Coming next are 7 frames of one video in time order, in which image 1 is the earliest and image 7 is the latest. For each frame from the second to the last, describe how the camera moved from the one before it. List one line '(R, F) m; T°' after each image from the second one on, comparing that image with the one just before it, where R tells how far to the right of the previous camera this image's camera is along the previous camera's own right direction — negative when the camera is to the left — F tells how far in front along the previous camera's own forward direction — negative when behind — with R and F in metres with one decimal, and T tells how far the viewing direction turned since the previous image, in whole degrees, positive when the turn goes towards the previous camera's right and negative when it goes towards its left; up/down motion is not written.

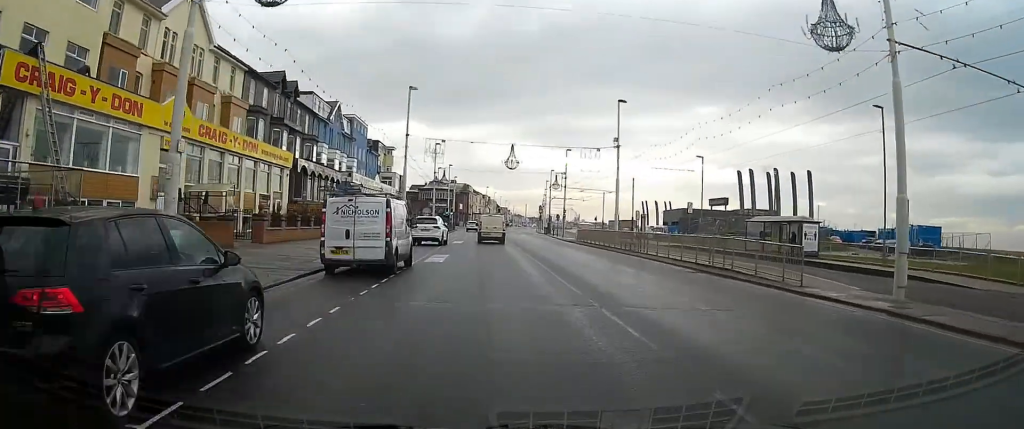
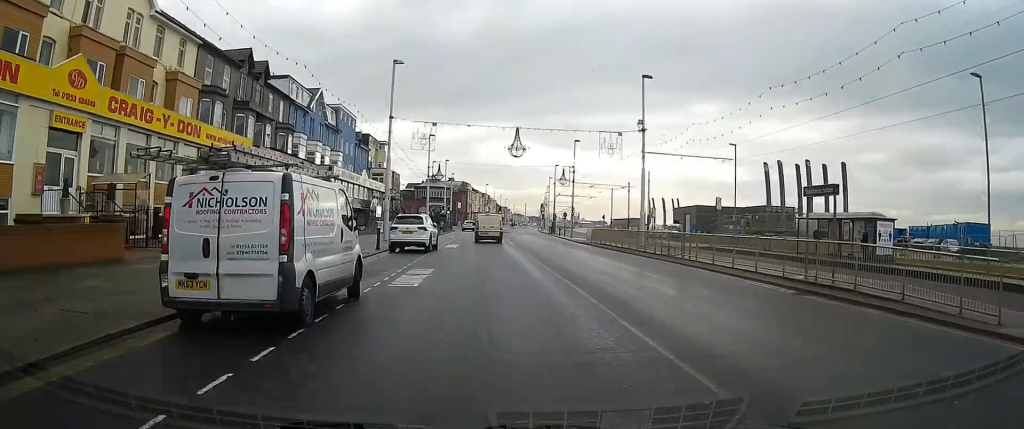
(0.0, +8.1) m; 0°
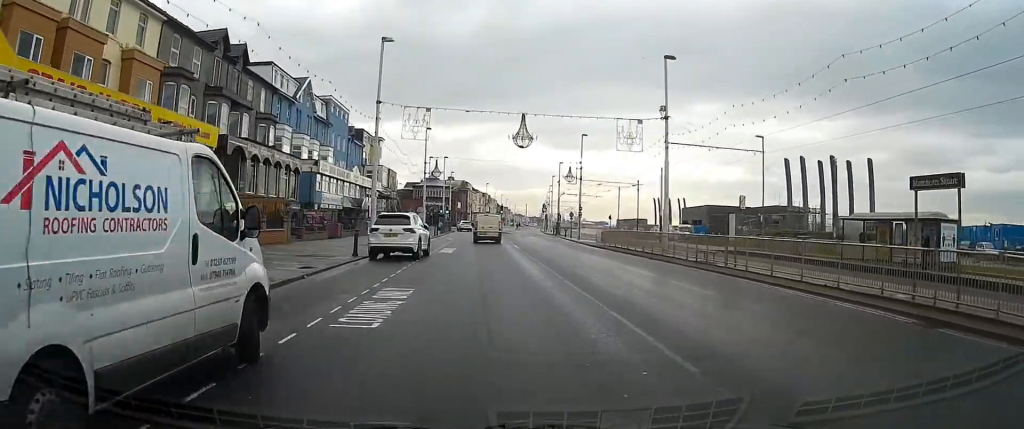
(0.0, +5.2) m; 0°
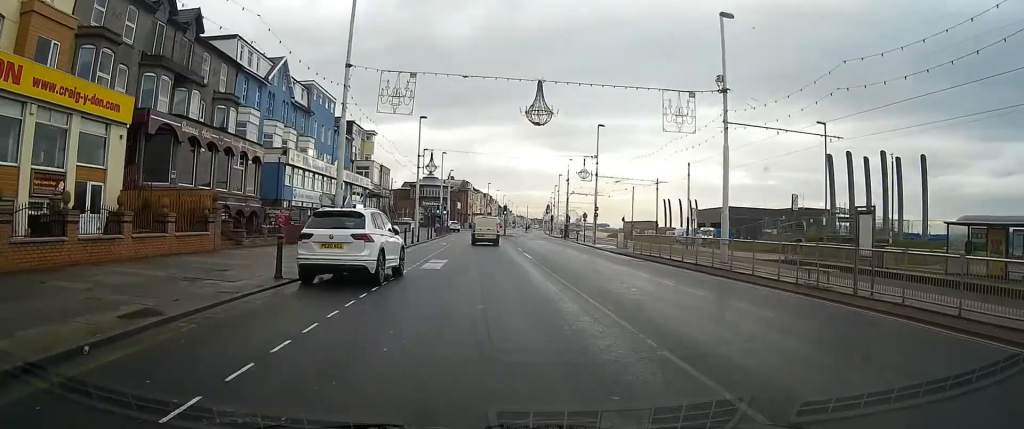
(0.0, +8.7) m; 0°
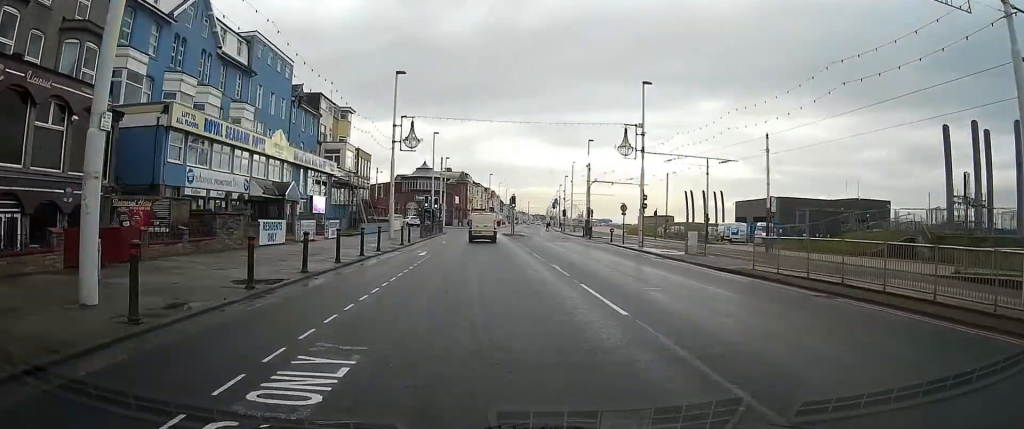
(0.0, +17.3) m; 0°
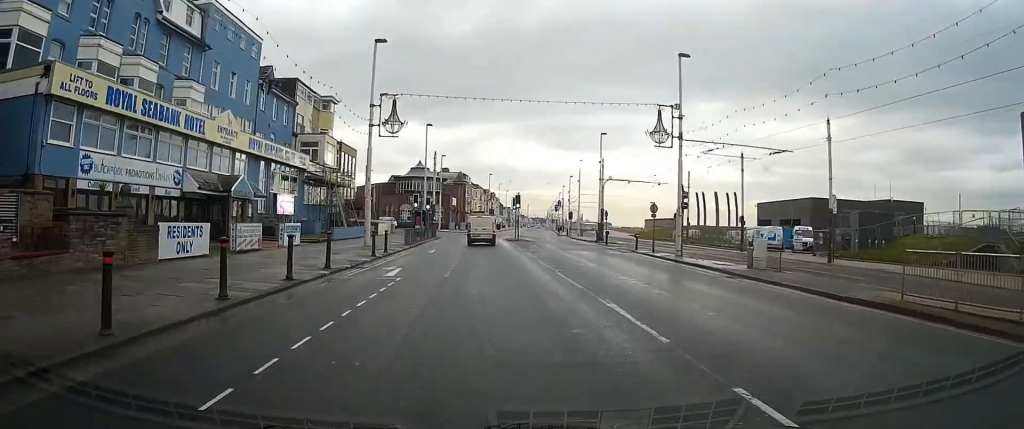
(0.0, +8.8) m; 0°
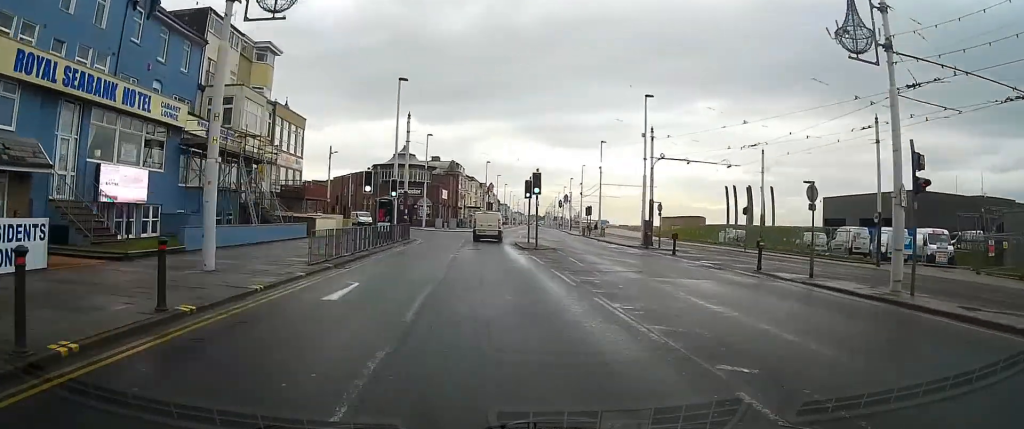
(+0.1, +20.2) m; +1°
